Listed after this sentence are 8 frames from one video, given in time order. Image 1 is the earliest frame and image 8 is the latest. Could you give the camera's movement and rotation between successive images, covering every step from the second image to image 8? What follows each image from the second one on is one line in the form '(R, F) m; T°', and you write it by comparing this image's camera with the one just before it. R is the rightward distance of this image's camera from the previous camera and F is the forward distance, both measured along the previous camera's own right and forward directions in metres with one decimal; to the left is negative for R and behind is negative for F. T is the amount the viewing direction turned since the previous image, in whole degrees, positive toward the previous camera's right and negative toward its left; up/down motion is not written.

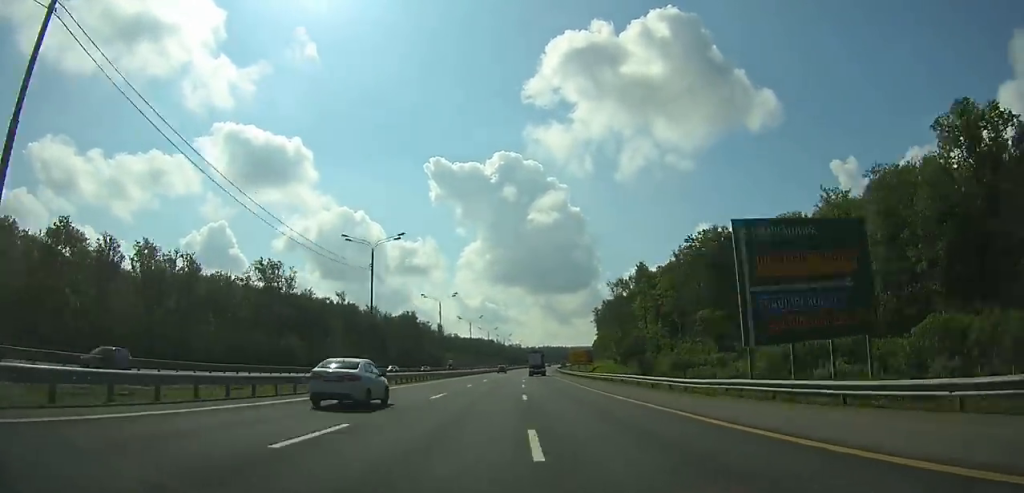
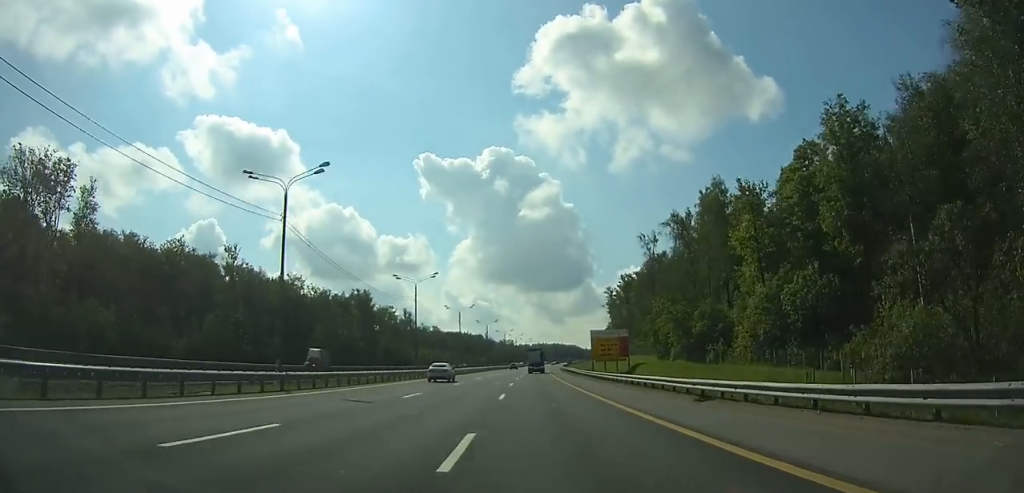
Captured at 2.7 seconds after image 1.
(+0.9, +63.8) m; +1°
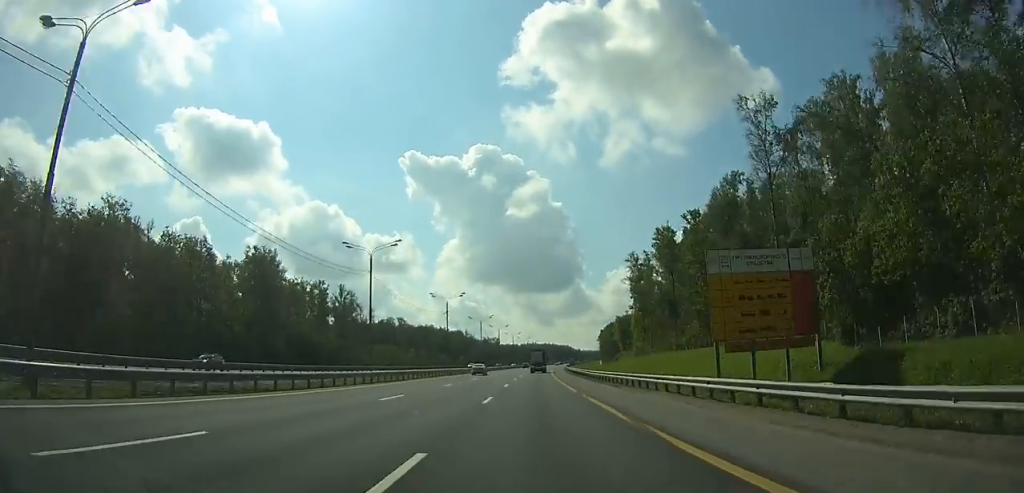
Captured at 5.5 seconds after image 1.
(+0.6, +65.4) m; +1°
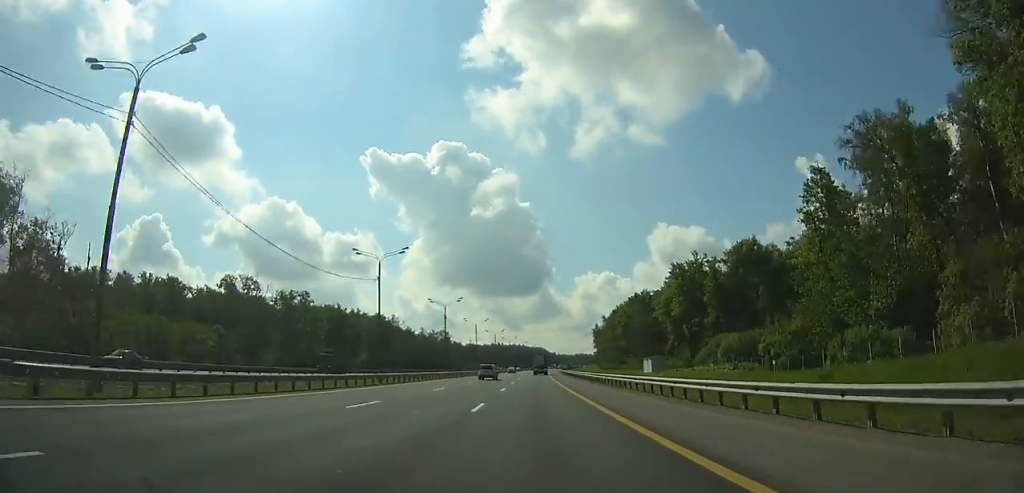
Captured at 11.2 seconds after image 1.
(+2.9, +132.6) m; +3°
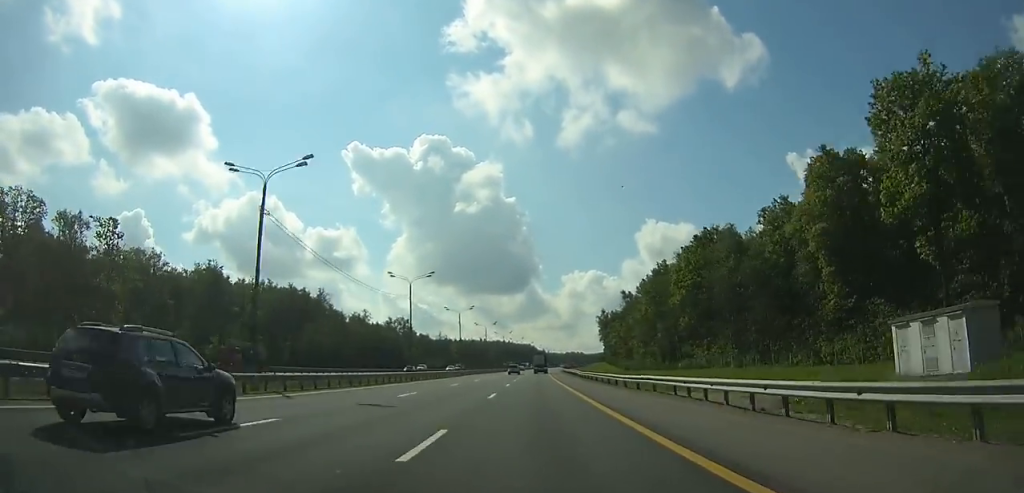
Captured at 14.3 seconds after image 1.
(+1.0, +72.4) m; +2°
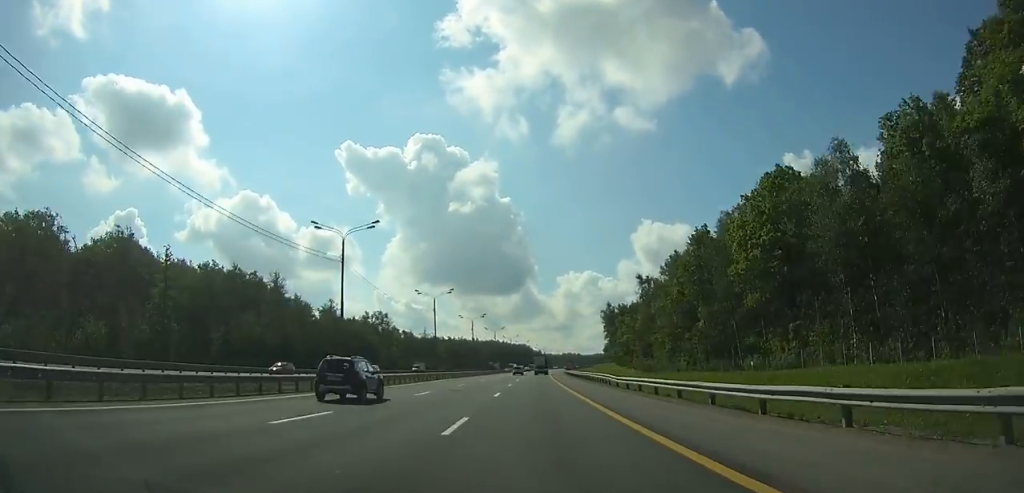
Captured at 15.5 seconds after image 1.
(+0.1, +28.1) m; +1°
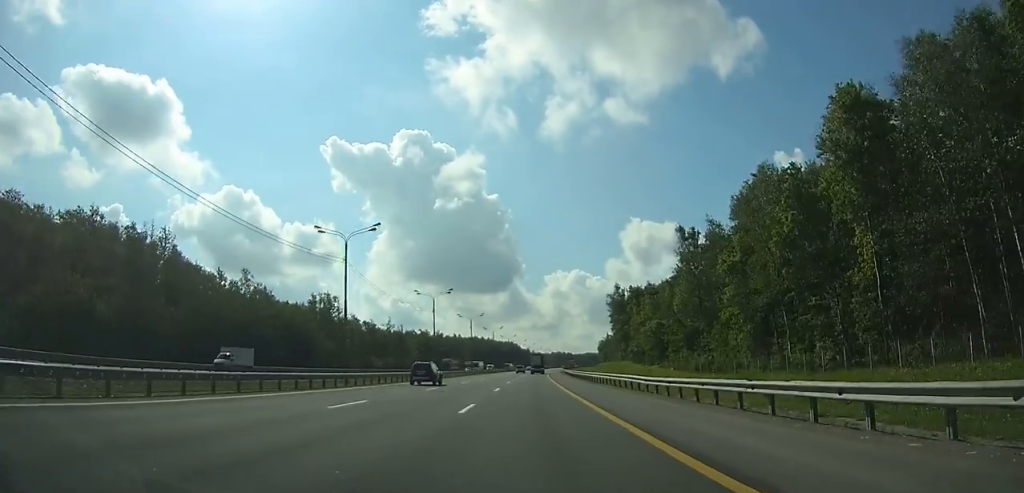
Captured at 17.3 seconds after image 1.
(+0.4, +41.8) m; +1°
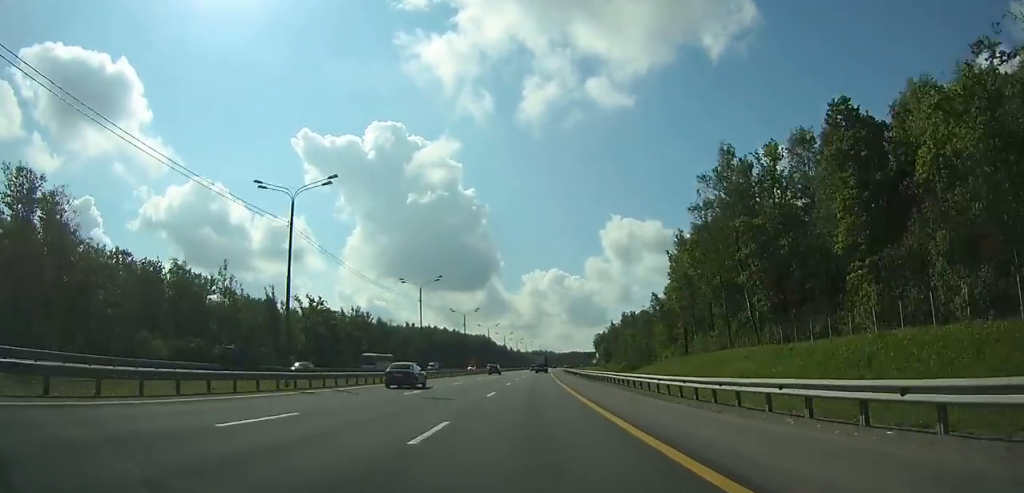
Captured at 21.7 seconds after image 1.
(+1.1, +100.7) m; +2°
